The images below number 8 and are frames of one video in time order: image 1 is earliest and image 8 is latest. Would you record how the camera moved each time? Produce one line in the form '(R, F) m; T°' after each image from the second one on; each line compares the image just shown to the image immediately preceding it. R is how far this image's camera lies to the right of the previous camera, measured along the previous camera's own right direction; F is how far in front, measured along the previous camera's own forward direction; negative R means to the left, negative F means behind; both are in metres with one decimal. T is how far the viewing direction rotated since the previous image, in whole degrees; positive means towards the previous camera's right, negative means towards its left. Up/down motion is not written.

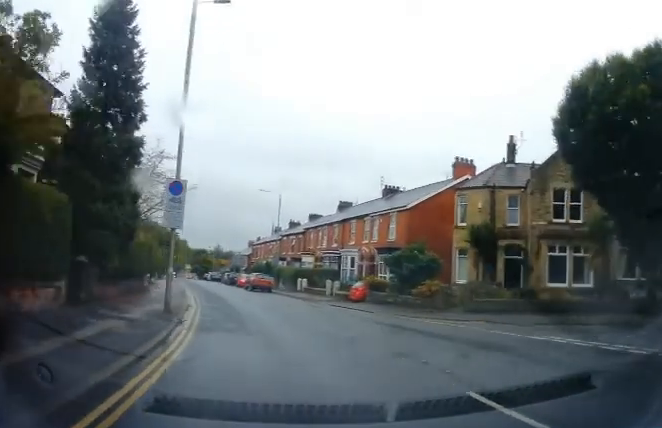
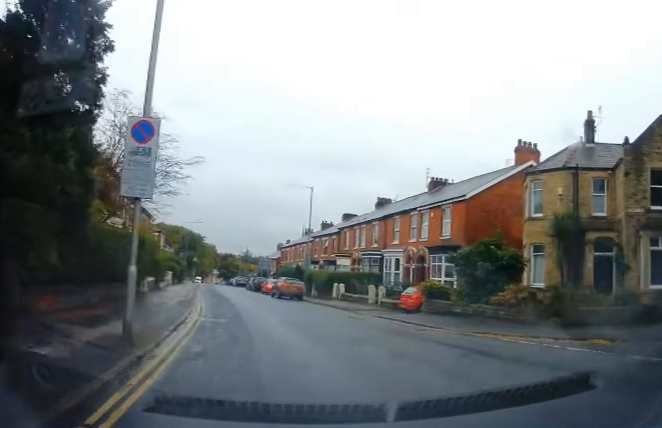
(-0.2, +5.8) m; -3°
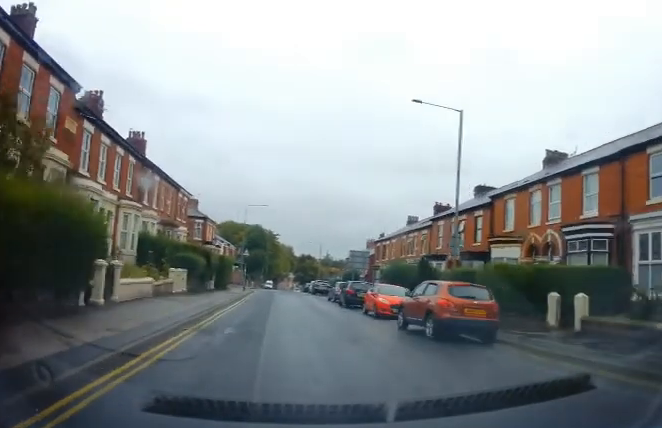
(-1.6, +21.9) m; -8°
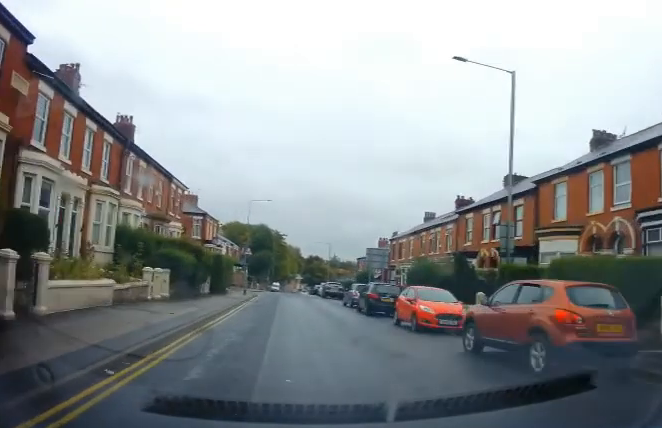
(-0.1, +5.2) m; -1°
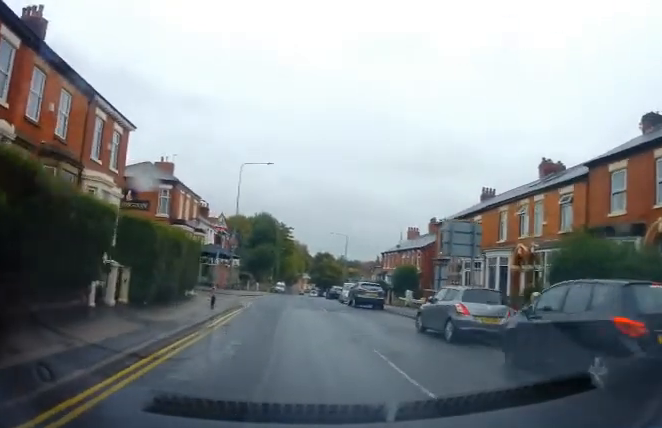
(0.0, +16.3) m; 0°
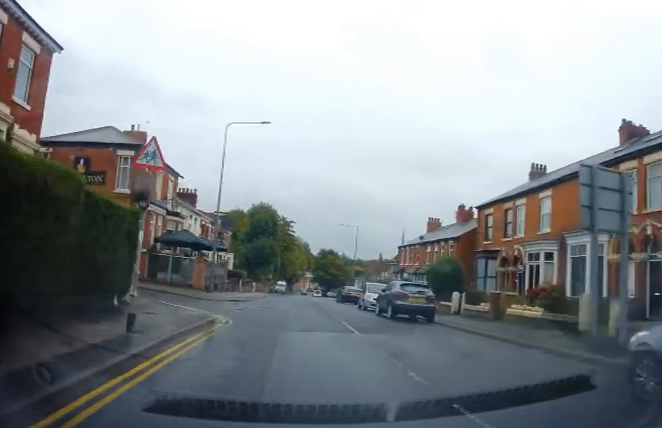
(0.0, +9.5) m; 0°
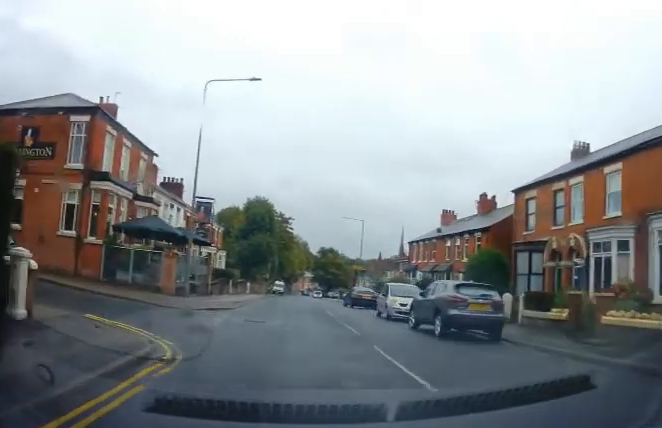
(0.0, +6.3) m; 0°
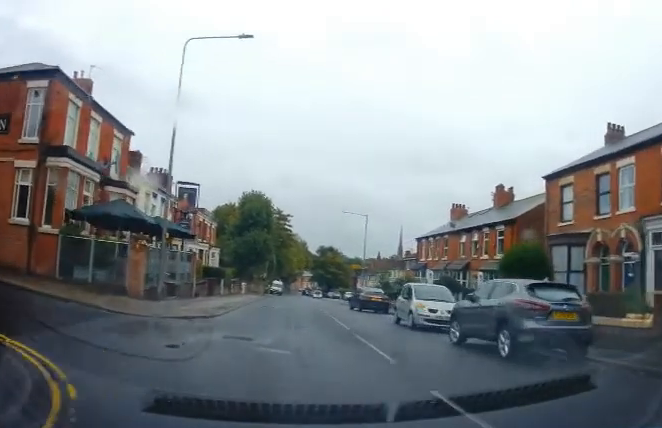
(0.0, +4.4) m; 0°
